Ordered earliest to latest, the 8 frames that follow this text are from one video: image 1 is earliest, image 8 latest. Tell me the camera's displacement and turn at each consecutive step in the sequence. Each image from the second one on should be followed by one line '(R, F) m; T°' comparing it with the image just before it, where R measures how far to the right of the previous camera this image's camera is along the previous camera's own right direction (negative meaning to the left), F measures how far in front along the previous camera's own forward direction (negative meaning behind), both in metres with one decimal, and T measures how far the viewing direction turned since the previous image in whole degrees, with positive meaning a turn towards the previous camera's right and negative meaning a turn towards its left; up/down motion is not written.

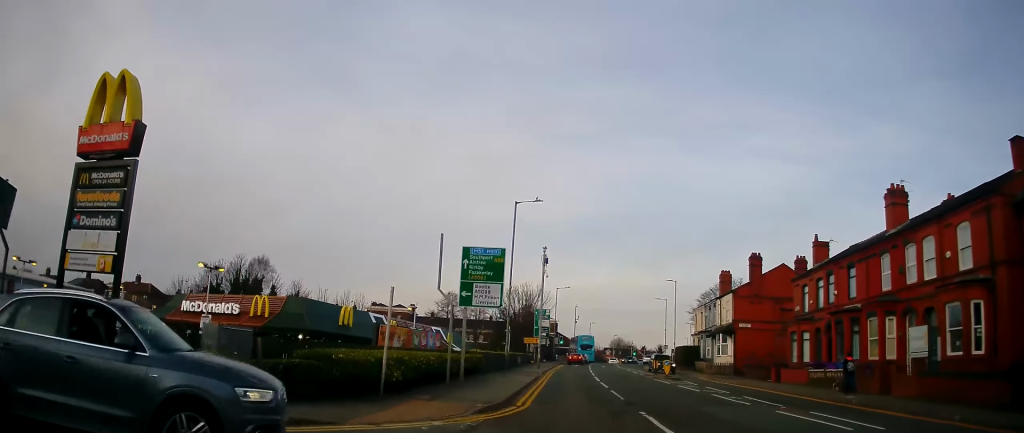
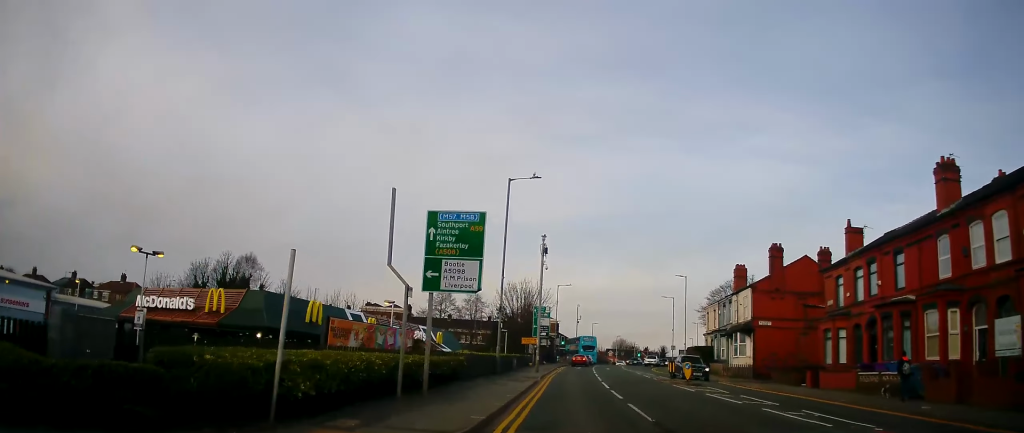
(0.0, +5.2) m; +1°
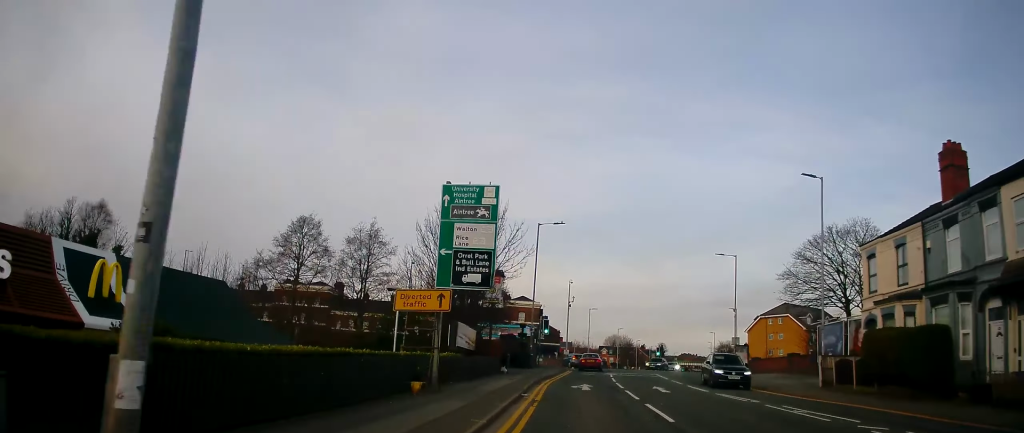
(0.0, +37.1) m; +1°
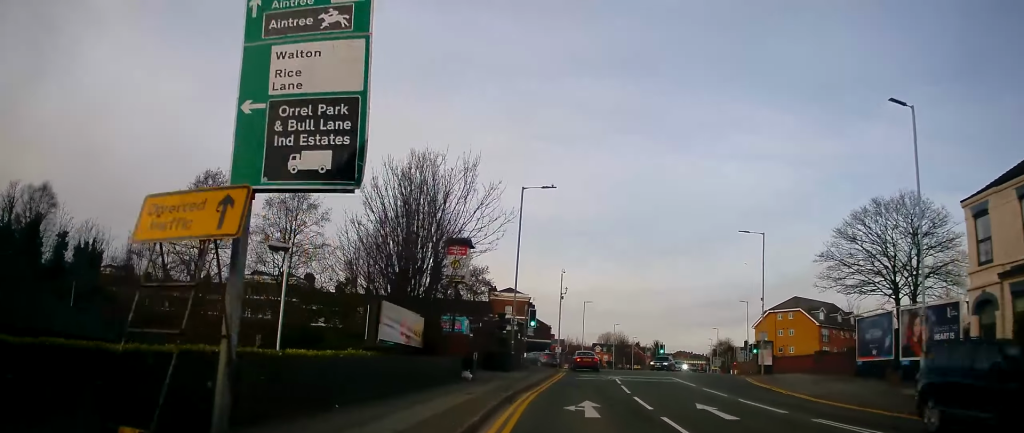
(+0.3, +9.4) m; +1°
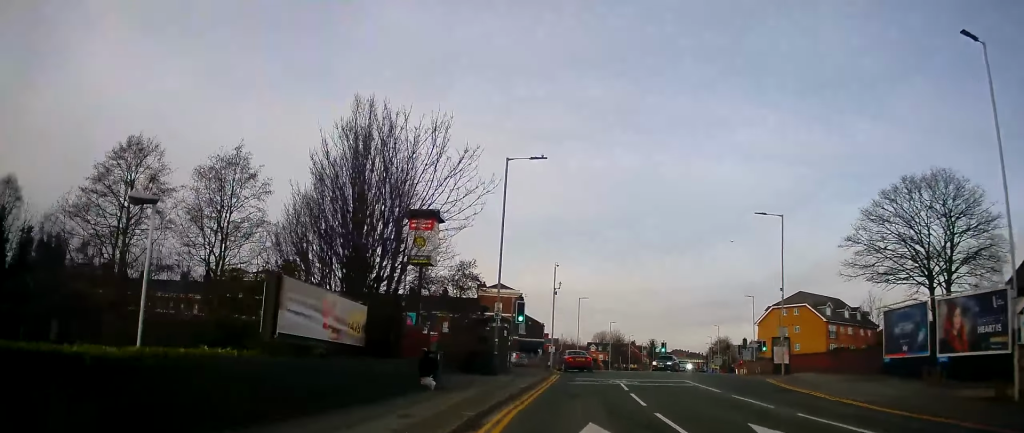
(0.0, +5.1) m; -1°
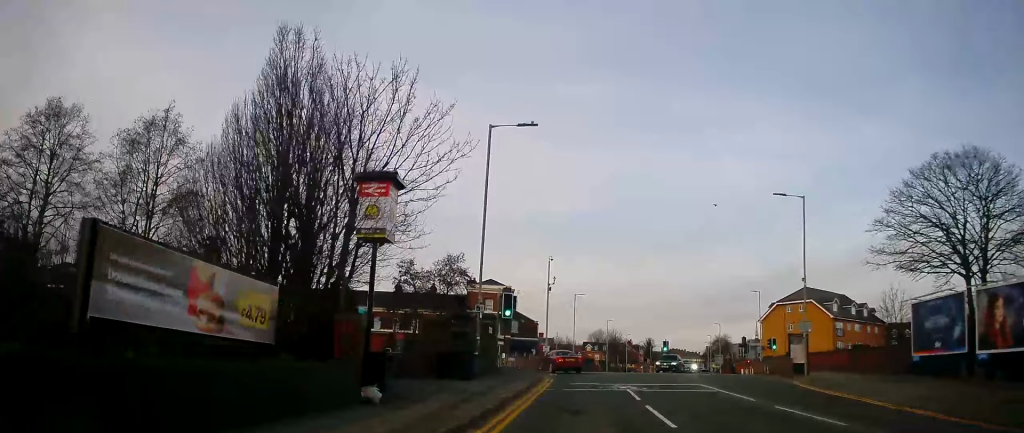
(0.0, +4.3) m; +1°
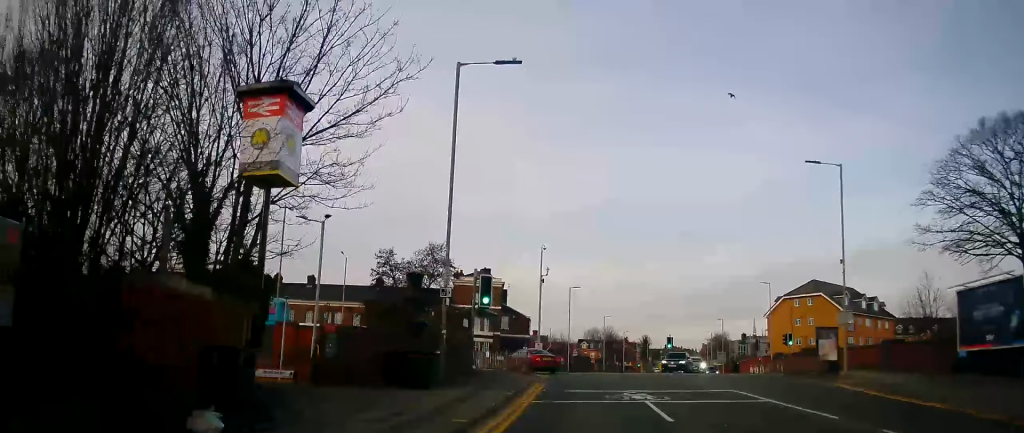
(-0.1, +5.6) m; +1°
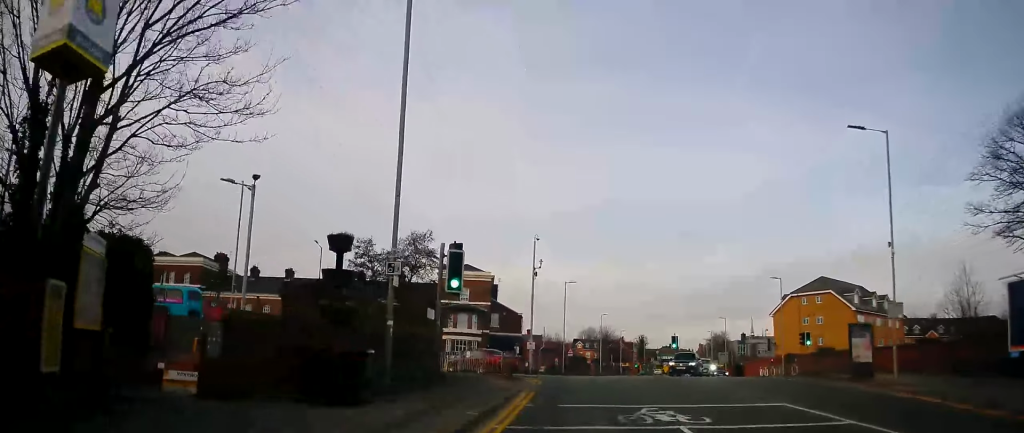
(+0.2, +5.1) m; +1°
